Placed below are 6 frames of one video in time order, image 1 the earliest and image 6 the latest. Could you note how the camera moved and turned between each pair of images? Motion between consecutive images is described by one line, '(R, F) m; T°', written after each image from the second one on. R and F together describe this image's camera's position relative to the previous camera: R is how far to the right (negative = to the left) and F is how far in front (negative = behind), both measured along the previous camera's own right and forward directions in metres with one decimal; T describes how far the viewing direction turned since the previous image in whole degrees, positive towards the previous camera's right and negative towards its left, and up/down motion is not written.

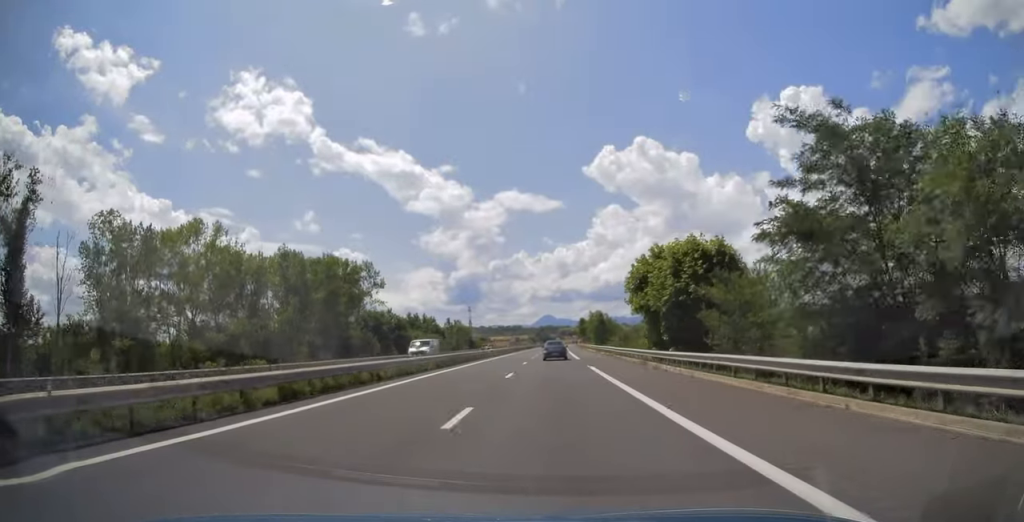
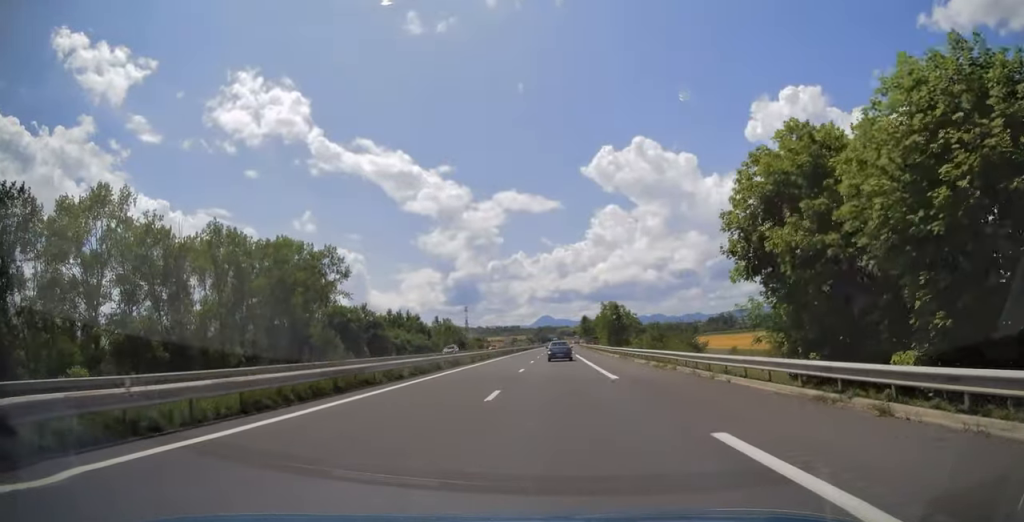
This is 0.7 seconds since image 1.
(0.0, +22.2) m; 0°
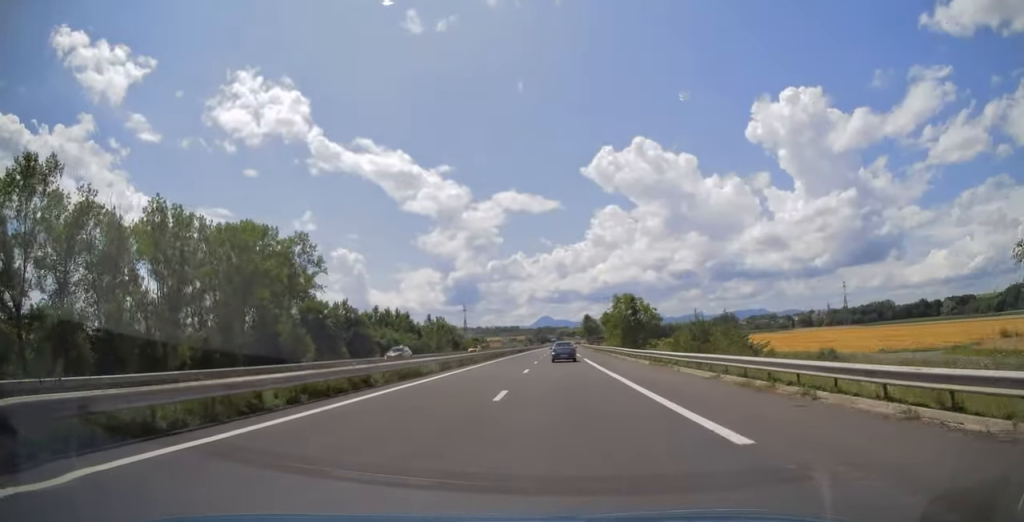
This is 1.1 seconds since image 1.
(0.0, +13.3) m; 0°
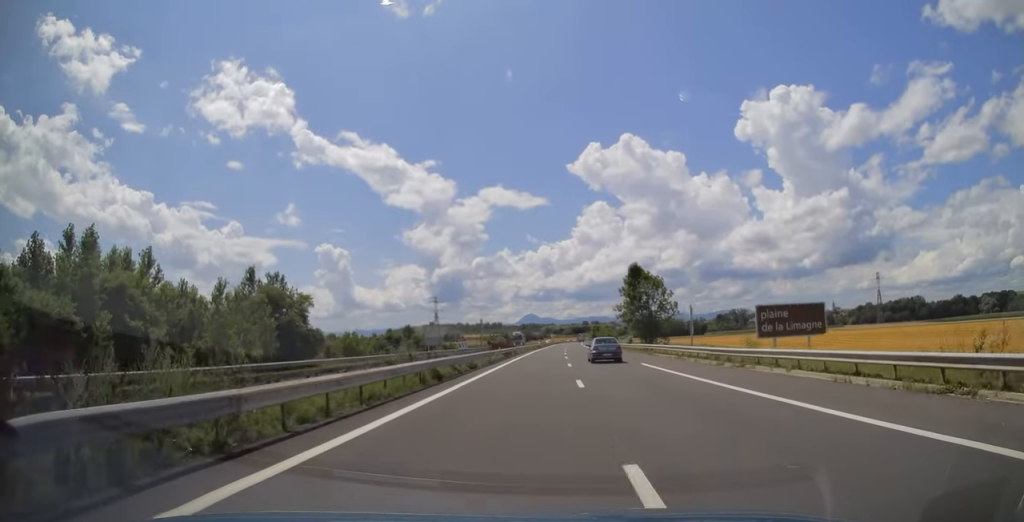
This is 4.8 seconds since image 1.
(+1.3, +118.8) m; +2°
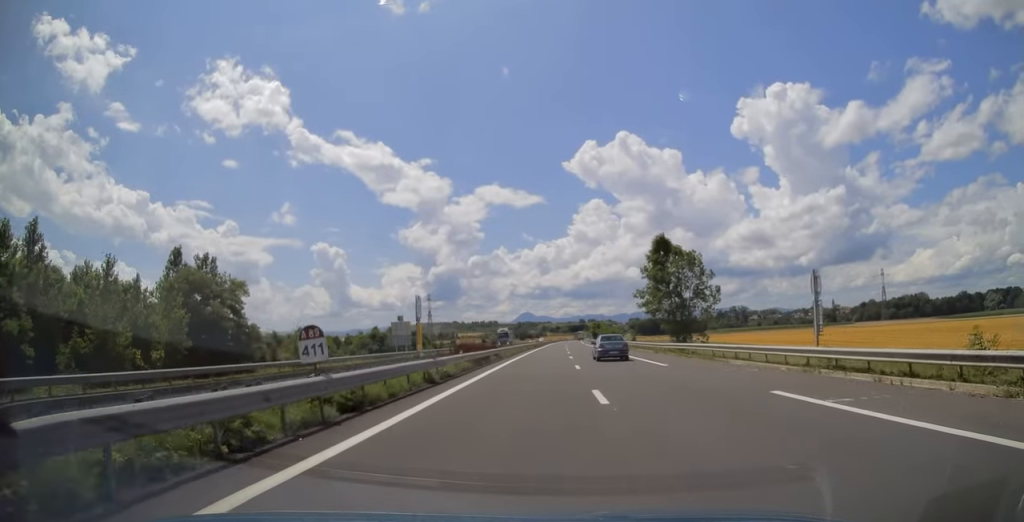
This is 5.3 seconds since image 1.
(0.0, +18.4) m; 0°
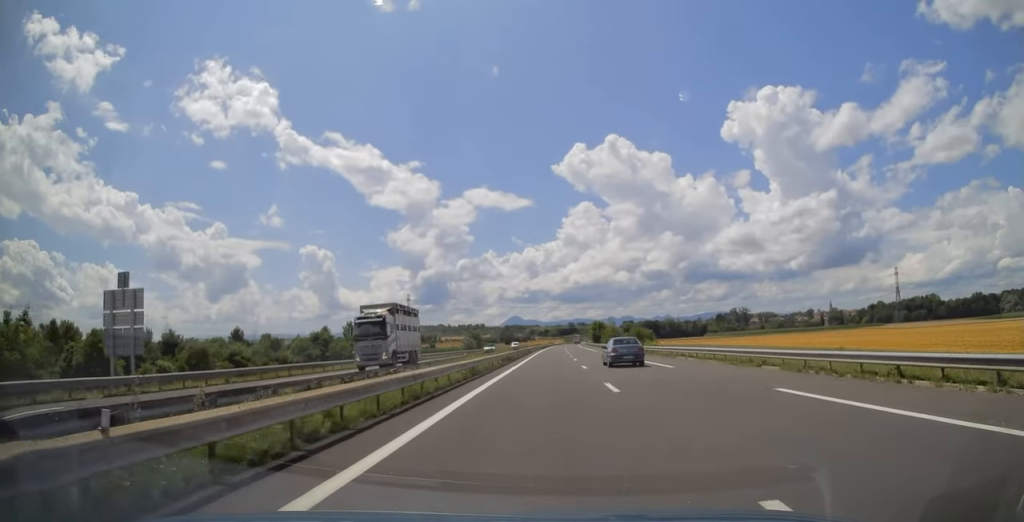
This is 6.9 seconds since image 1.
(0.0, +50.8) m; +1°
